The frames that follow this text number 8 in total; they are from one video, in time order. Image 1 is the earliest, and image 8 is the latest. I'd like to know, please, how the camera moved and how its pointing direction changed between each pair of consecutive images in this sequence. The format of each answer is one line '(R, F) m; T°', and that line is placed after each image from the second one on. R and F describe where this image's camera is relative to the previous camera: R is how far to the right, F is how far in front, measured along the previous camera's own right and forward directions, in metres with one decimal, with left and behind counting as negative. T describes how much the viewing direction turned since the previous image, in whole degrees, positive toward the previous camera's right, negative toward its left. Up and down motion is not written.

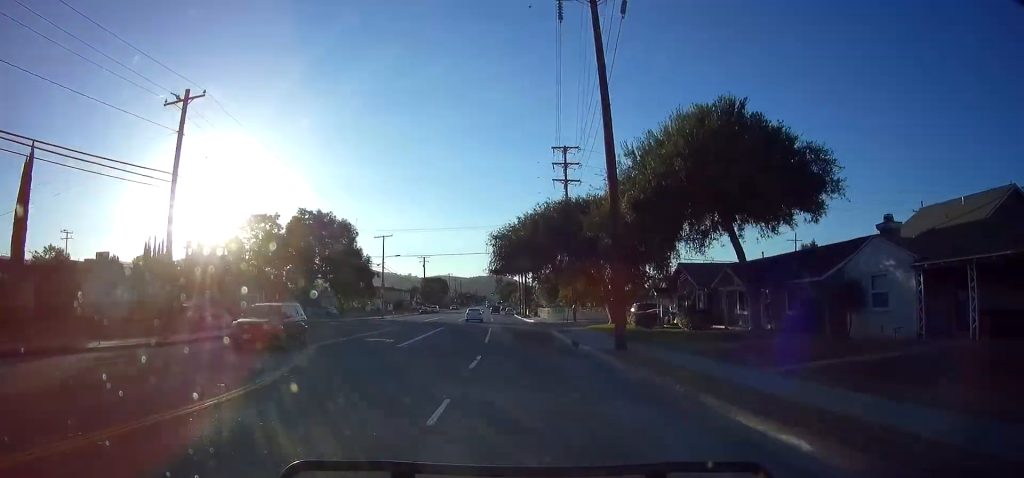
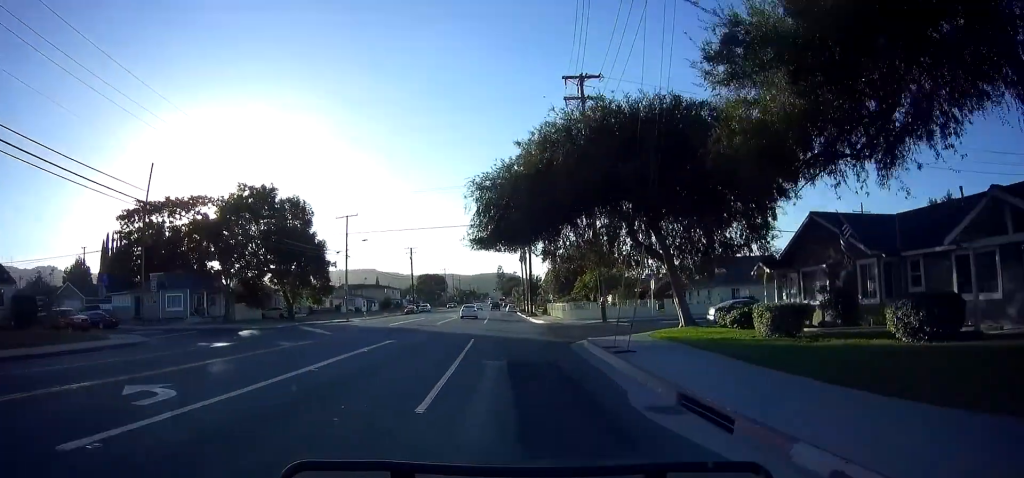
(-0.2, +18.0) m; 0°
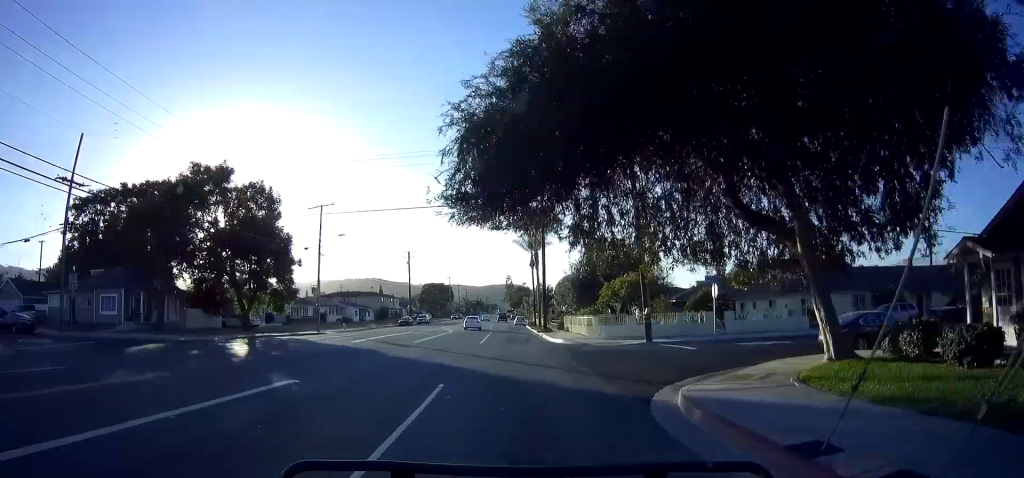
(-0.1, +11.3) m; +1°
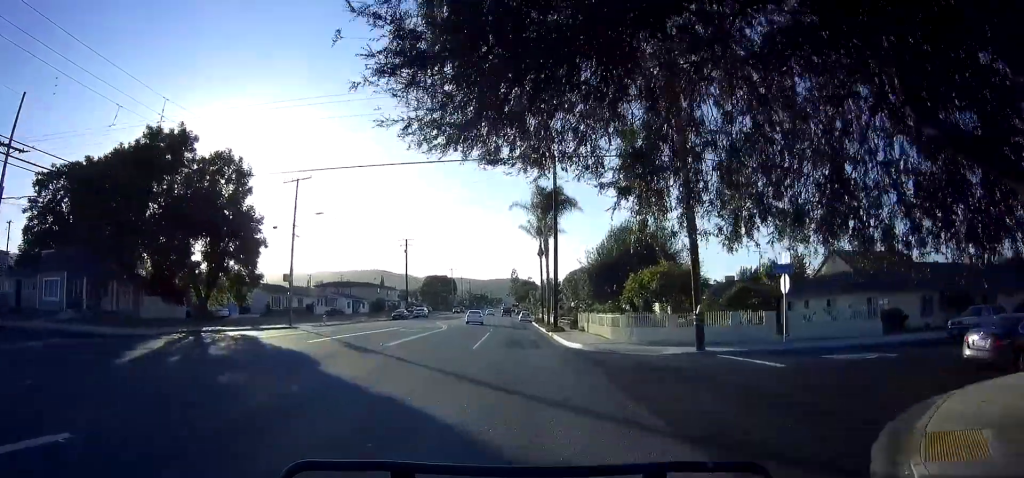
(+0.3, +7.4) m; 0°
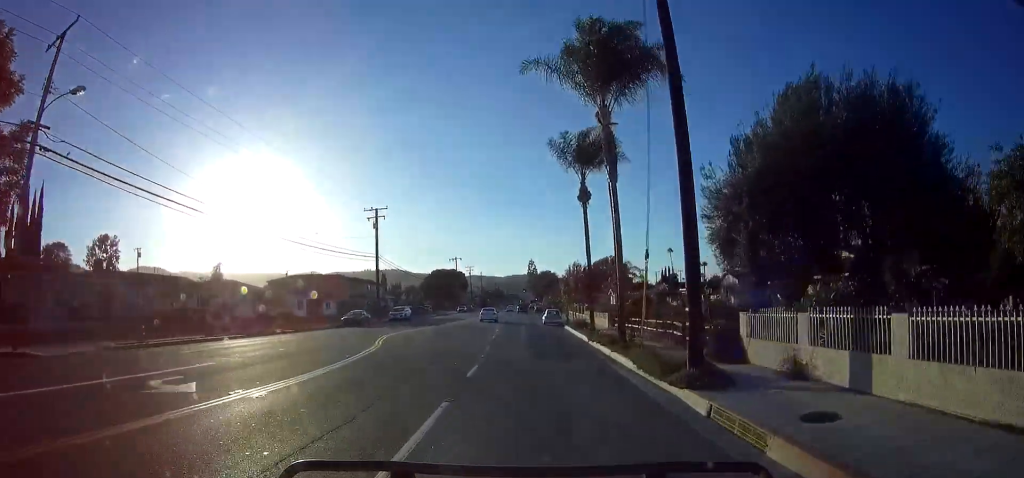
(-0.9, +27.8) m; -3°
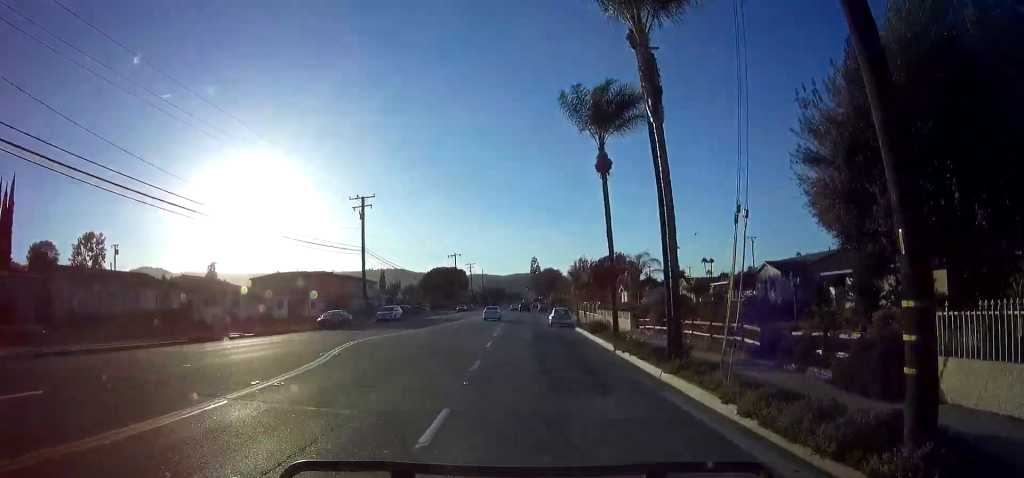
(+0.1, +6.5) m; 0°
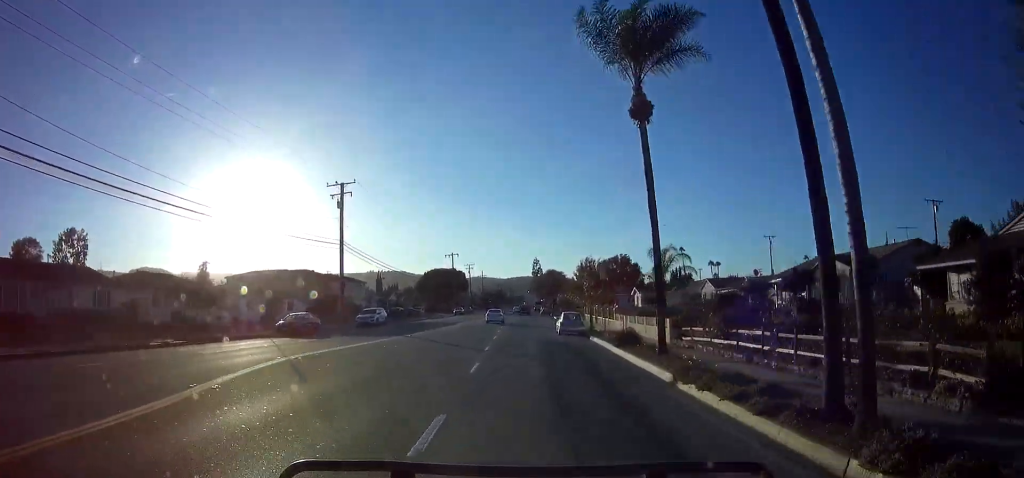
(-0.1, +7.5) m; -1°
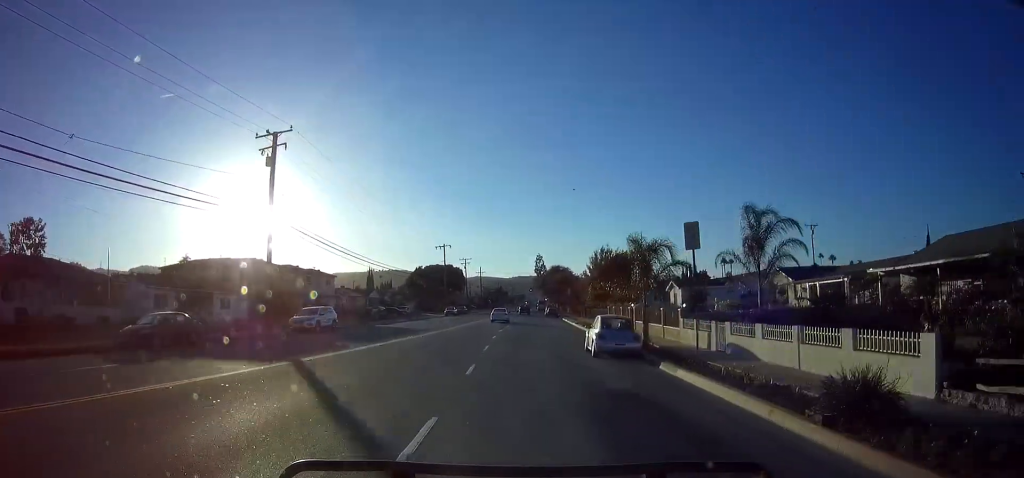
(-0.1, +15.1) m; 0°
